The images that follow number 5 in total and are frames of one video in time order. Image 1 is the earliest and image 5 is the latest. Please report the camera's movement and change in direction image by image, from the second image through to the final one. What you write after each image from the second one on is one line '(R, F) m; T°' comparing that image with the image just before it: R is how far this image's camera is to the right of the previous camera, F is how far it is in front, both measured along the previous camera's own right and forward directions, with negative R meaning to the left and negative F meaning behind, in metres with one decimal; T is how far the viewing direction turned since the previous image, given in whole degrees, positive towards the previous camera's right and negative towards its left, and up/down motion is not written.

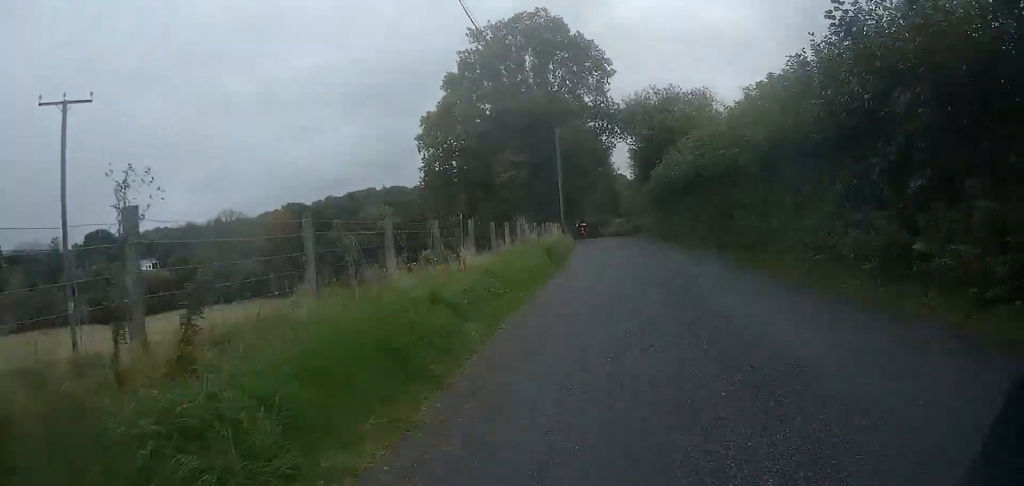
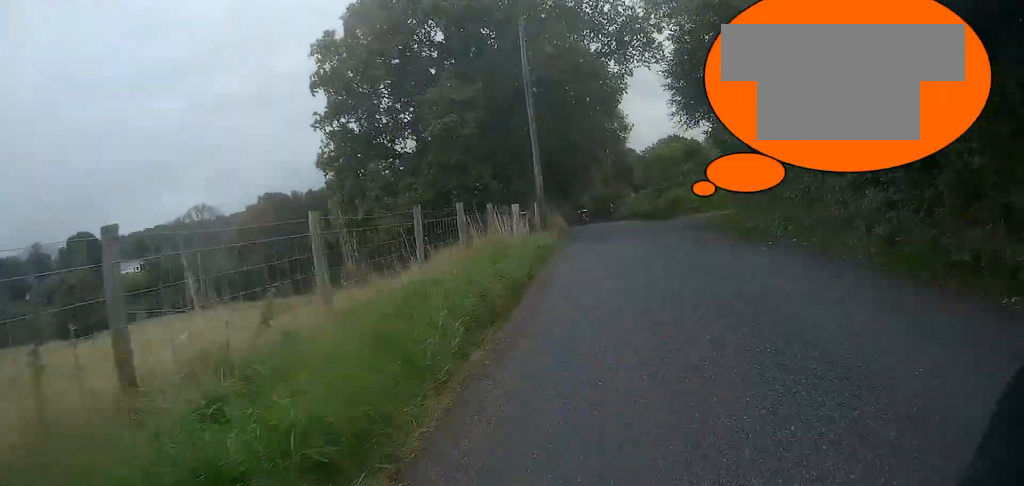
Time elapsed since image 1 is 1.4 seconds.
(-1.3, +18.6) m; -5°
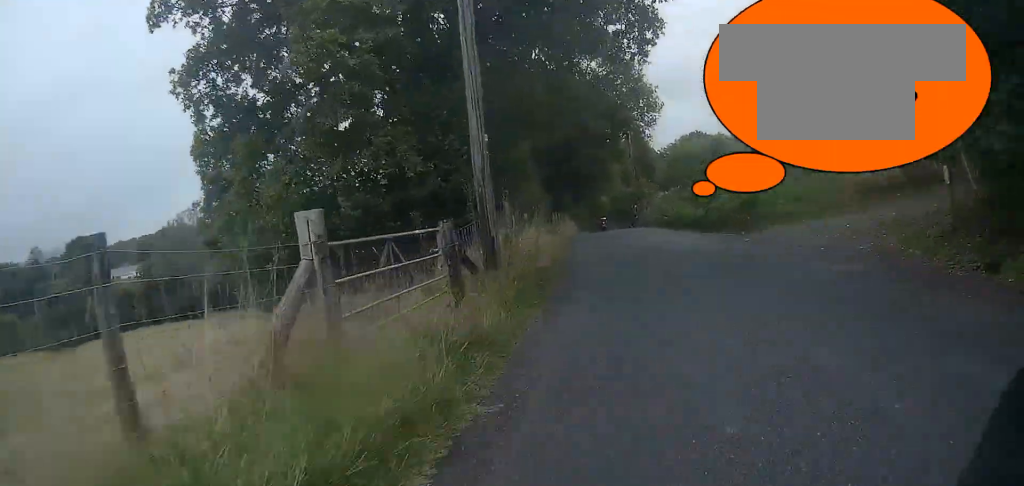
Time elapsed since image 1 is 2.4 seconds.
(-0.1, +11.9) m; -1°
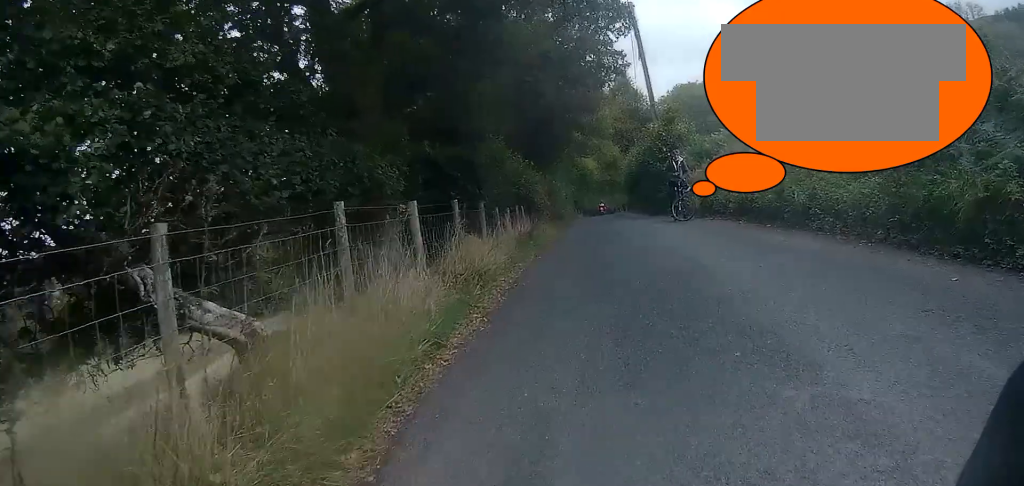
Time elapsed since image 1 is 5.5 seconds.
(-0.7, +28.8) m; +1°
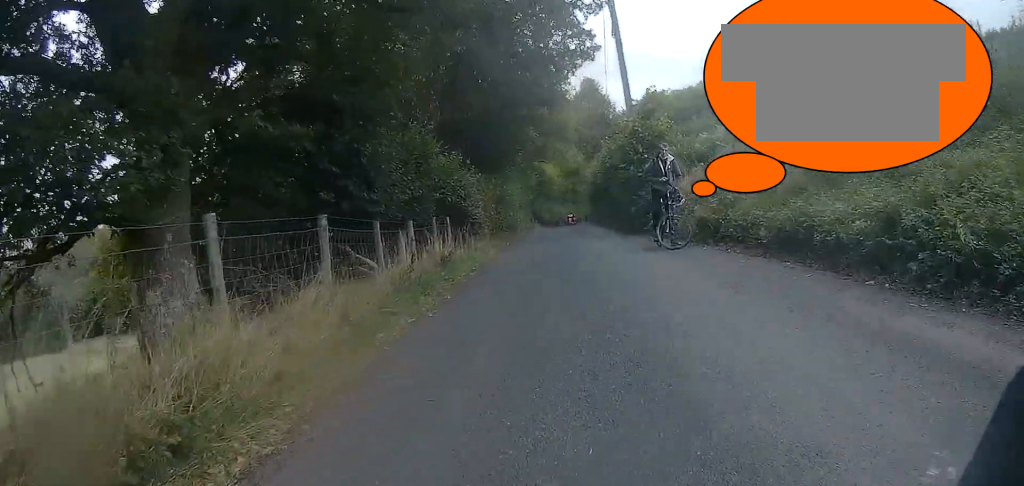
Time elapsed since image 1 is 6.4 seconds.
(+0.2, +5.6) m; +4°
